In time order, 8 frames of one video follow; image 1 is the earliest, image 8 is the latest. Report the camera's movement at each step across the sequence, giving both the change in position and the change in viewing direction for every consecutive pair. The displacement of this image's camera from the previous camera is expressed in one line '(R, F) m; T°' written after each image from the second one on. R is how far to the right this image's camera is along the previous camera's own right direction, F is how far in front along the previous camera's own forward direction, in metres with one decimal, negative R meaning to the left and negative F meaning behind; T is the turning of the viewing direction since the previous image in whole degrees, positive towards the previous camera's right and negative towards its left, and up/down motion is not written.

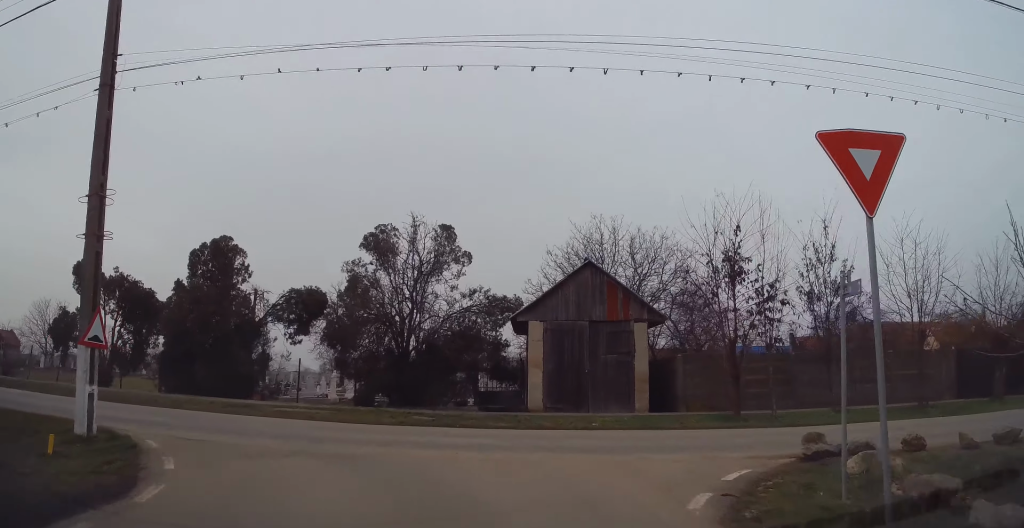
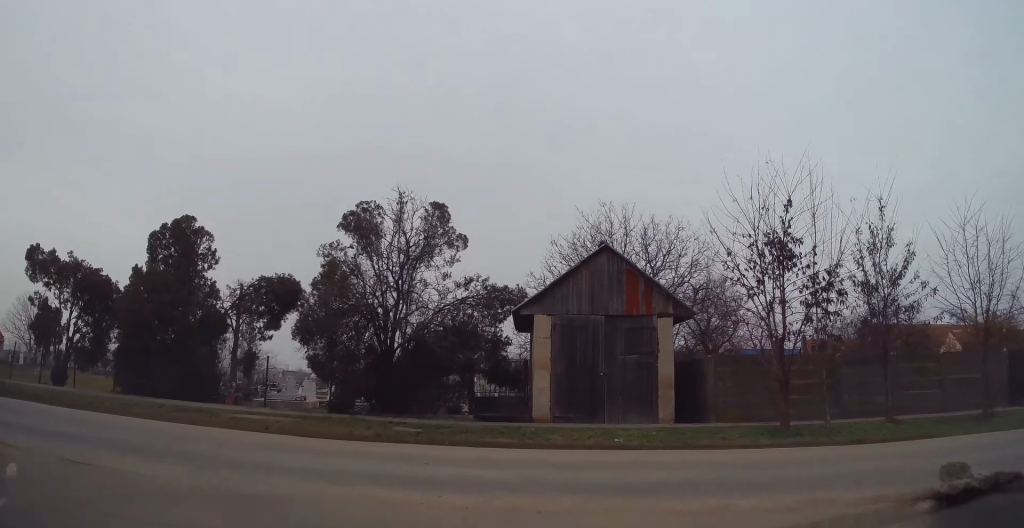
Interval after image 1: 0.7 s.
(0.0, +4.2) m; +2°
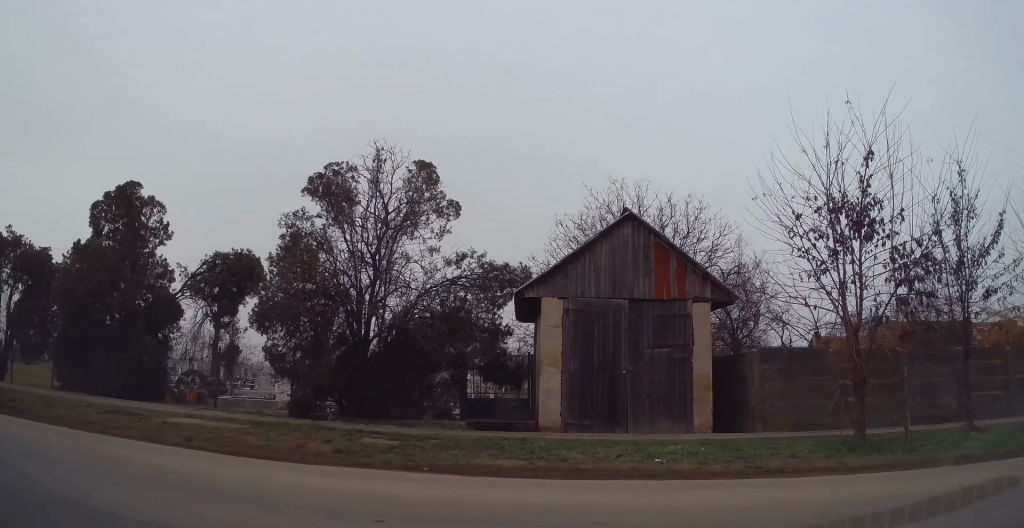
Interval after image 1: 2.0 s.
(+0.1, +5.3) m; -5°
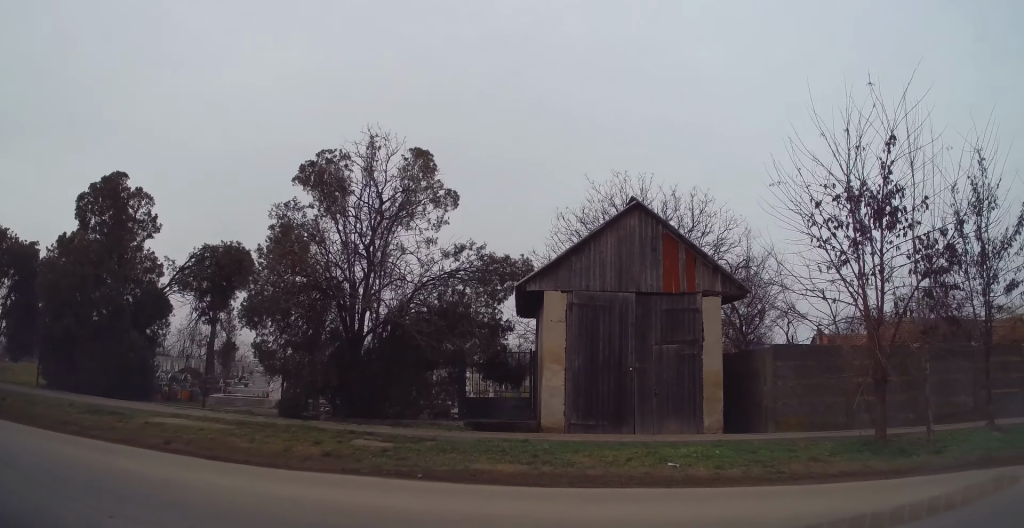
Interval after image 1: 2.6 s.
(-0.1, +1.6) m; -5°
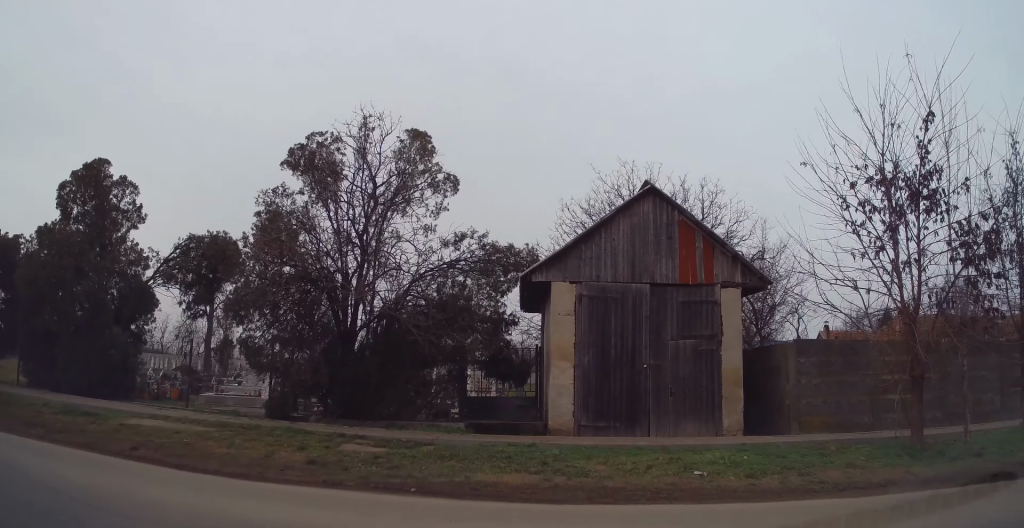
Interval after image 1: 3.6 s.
(-0.1, +1.9) m; -3°
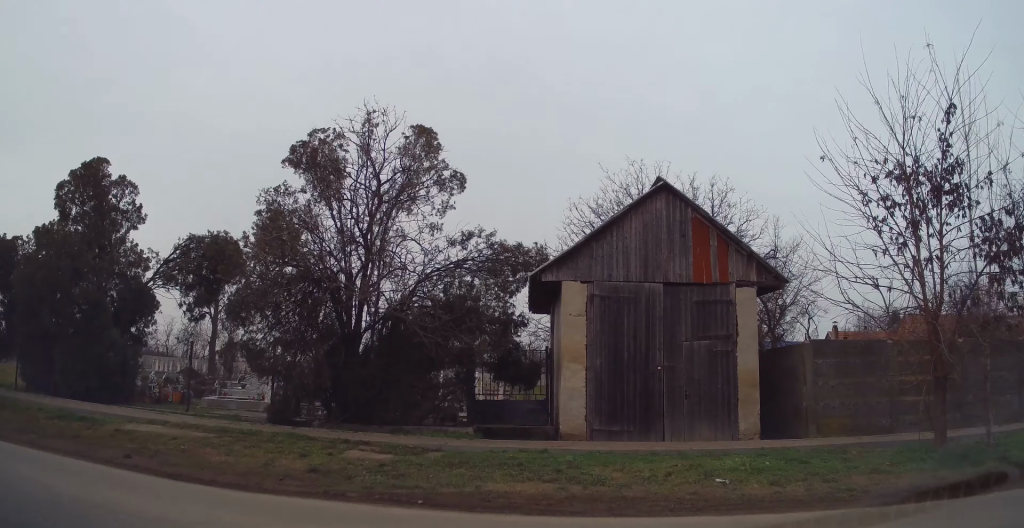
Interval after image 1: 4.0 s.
(0.0, +0.6) m; -3°
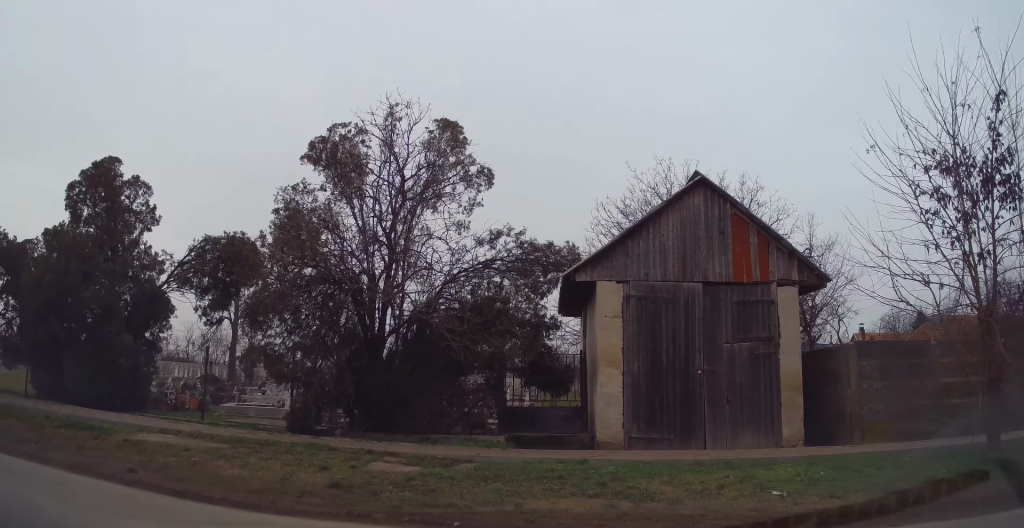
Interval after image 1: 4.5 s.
(0.0, +0.7) m; -4°
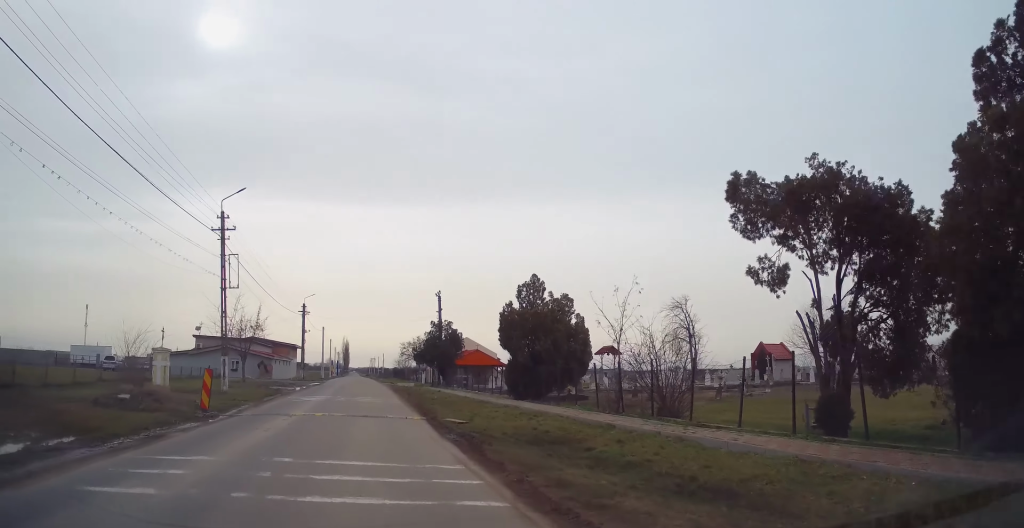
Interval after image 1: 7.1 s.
(-3.2, +5.6) m; -49°
